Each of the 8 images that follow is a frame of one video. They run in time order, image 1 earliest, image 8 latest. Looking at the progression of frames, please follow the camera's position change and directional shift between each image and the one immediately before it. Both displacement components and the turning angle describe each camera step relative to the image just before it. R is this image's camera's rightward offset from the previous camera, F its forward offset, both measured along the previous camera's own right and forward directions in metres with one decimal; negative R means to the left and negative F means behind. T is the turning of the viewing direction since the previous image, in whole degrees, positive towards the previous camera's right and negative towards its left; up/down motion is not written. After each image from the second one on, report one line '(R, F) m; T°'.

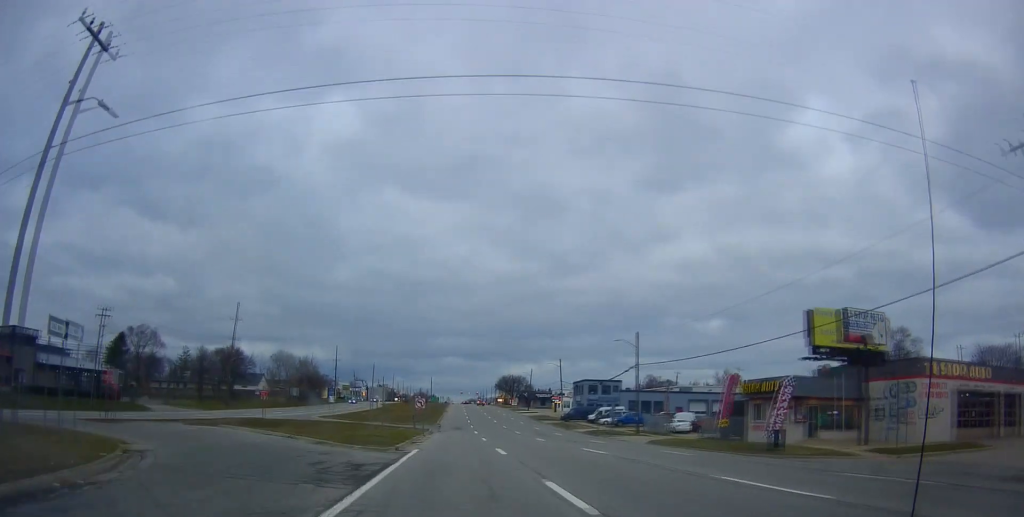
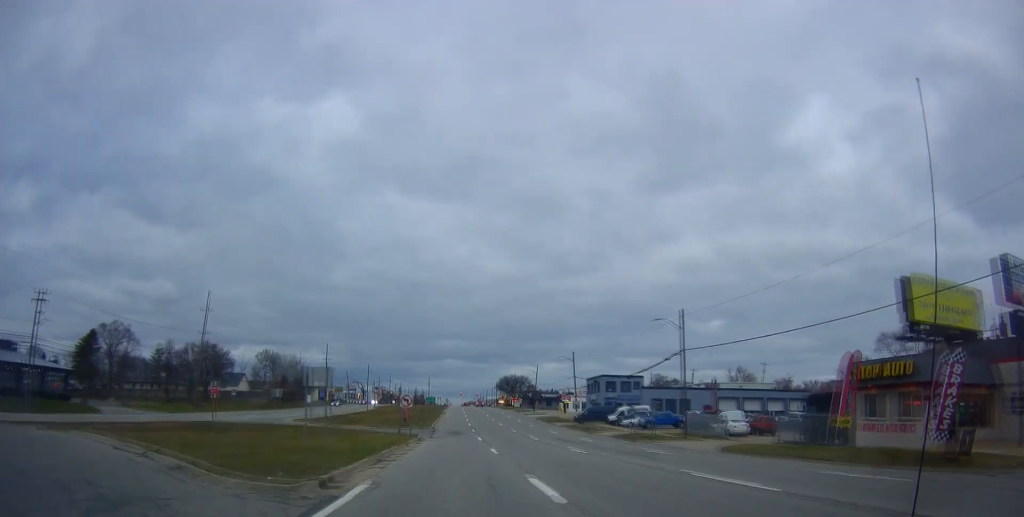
(-0.1, +13.1) m; 0°
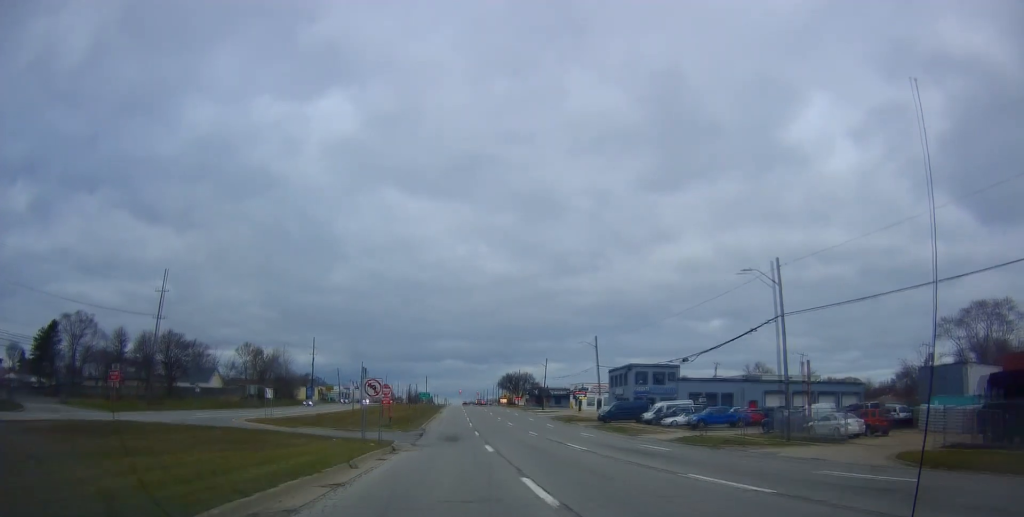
(+0.2, +16.1) m; +1°
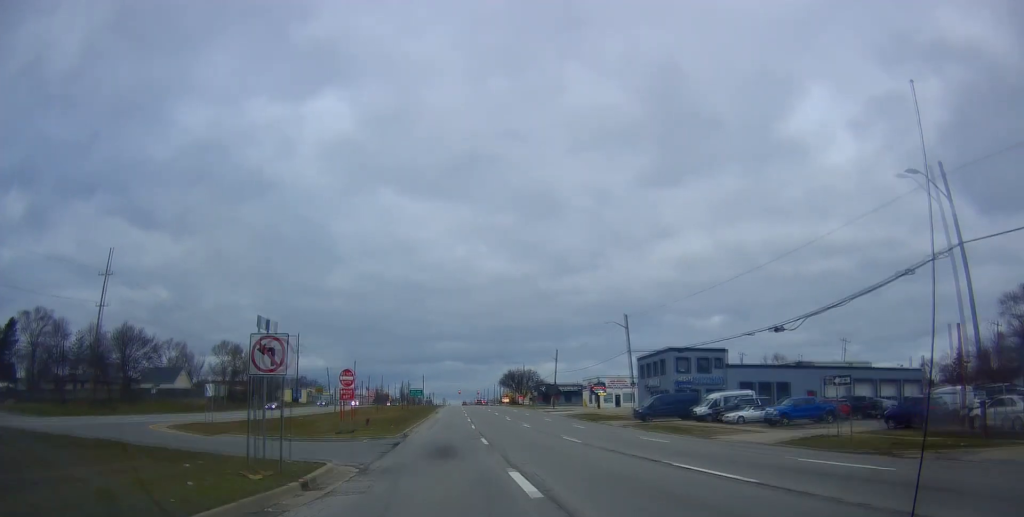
(0.0, +15.4) m; -1°
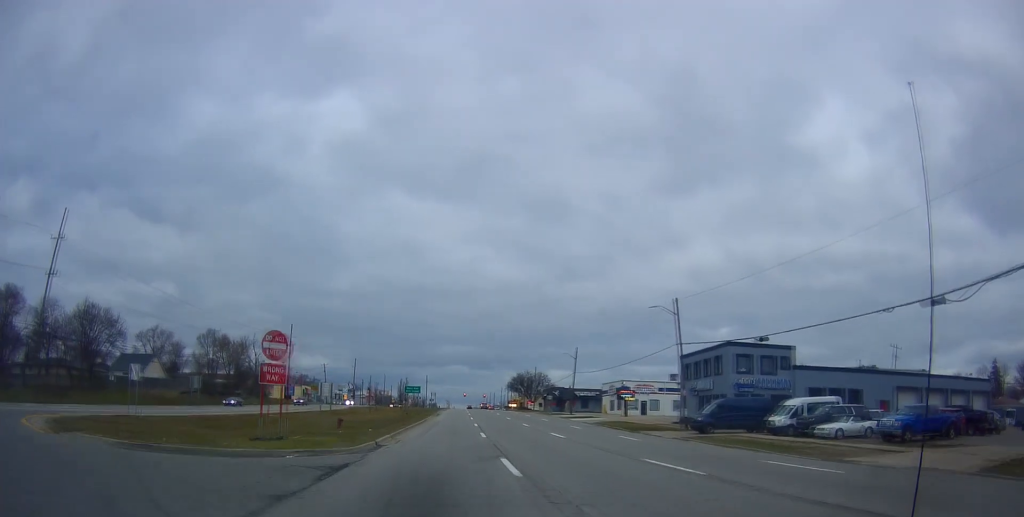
(-0.1, +13.1) m; -1°
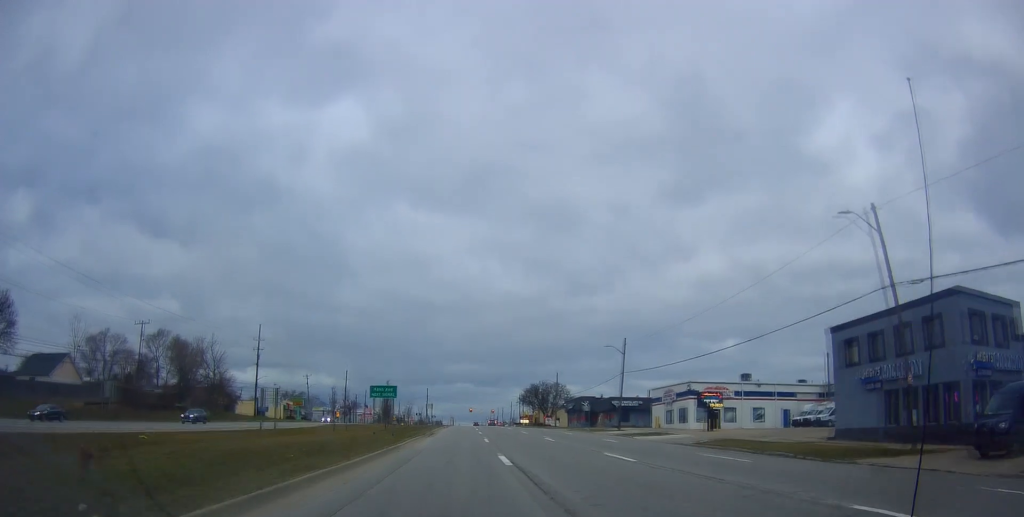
(-0.2, +27.0) m; +1°
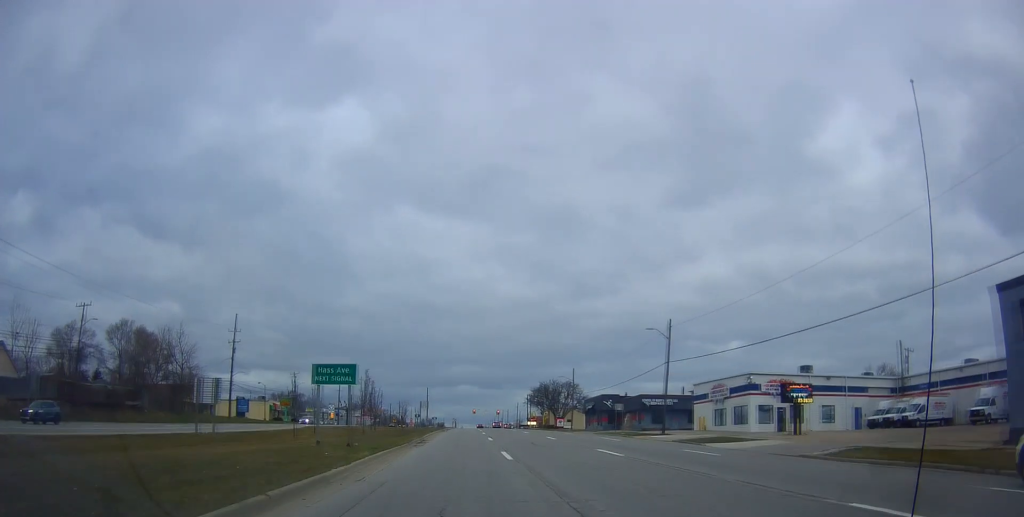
(+0.2, +15.3) m; 0°
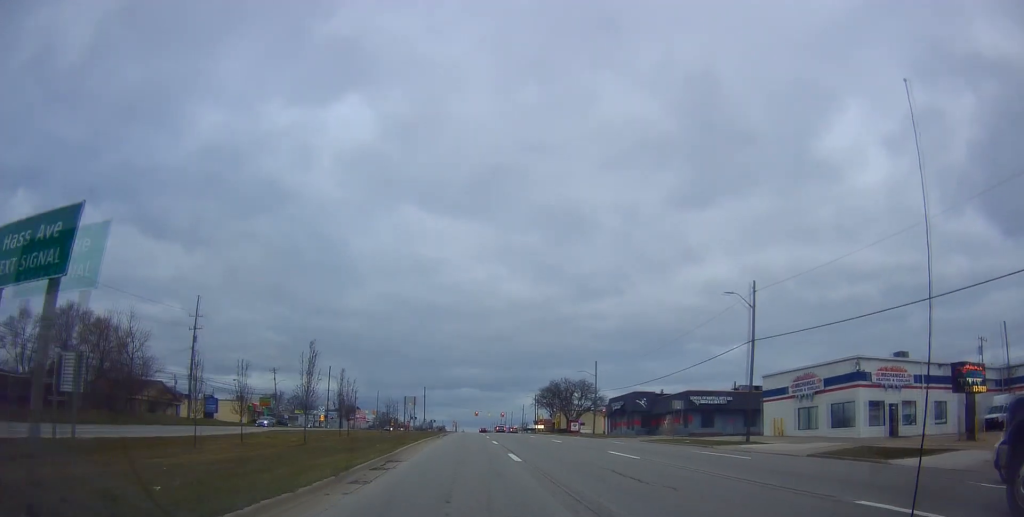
(-0.3, +17.7) m; -2°
